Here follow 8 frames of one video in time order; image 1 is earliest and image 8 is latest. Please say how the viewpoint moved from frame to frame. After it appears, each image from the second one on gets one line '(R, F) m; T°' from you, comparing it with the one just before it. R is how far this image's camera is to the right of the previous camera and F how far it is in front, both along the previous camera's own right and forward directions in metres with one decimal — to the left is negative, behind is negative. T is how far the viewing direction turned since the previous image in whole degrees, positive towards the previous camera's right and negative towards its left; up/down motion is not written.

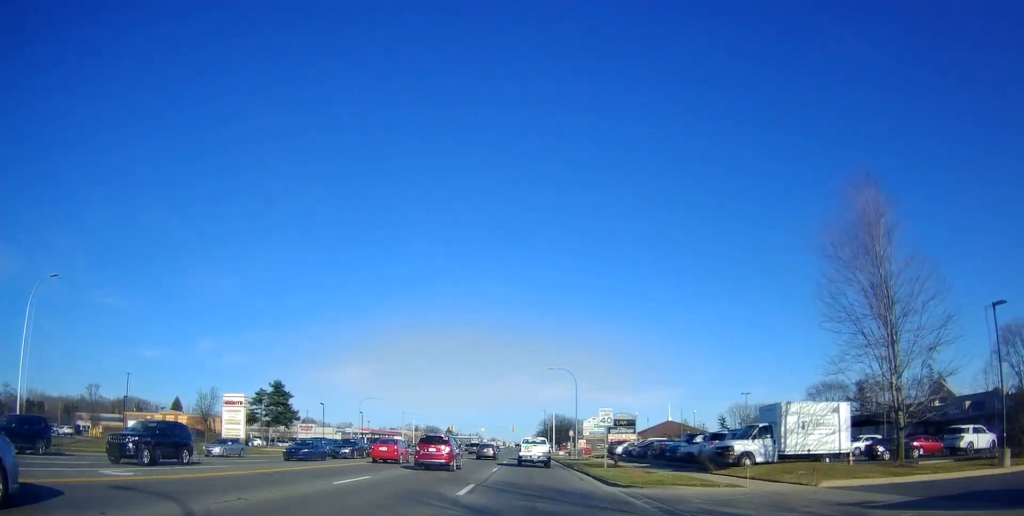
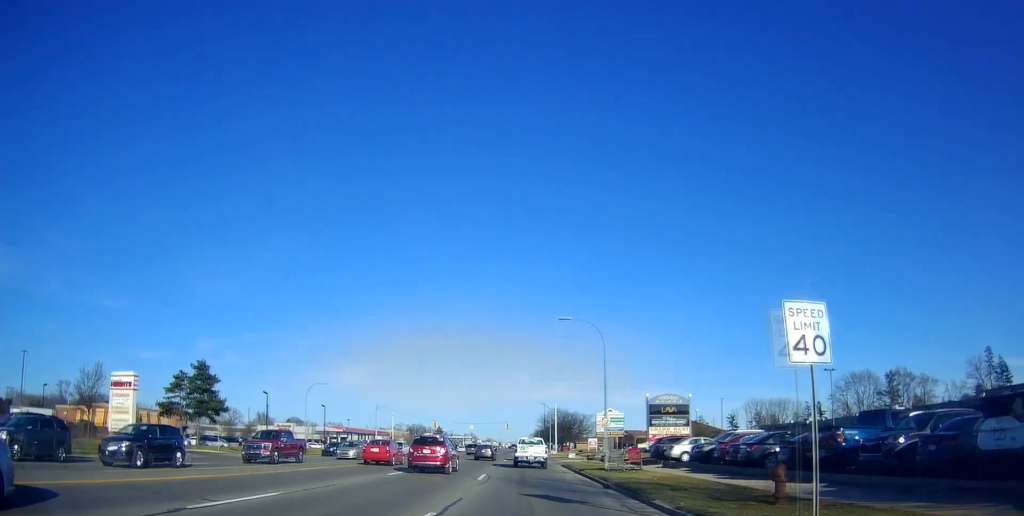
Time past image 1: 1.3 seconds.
(+0.4, +22.6) m; +2°
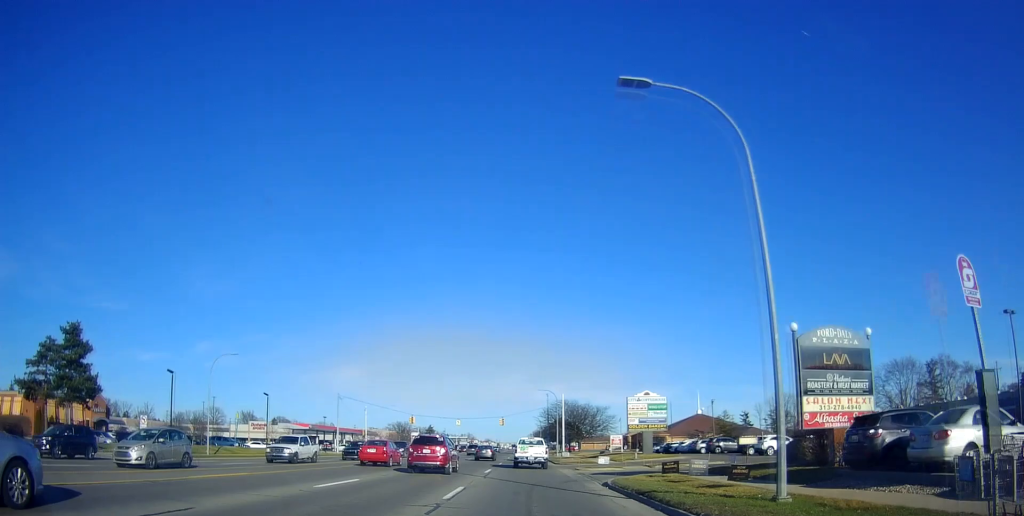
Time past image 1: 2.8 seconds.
(-0.1, +24.0) m; 0°
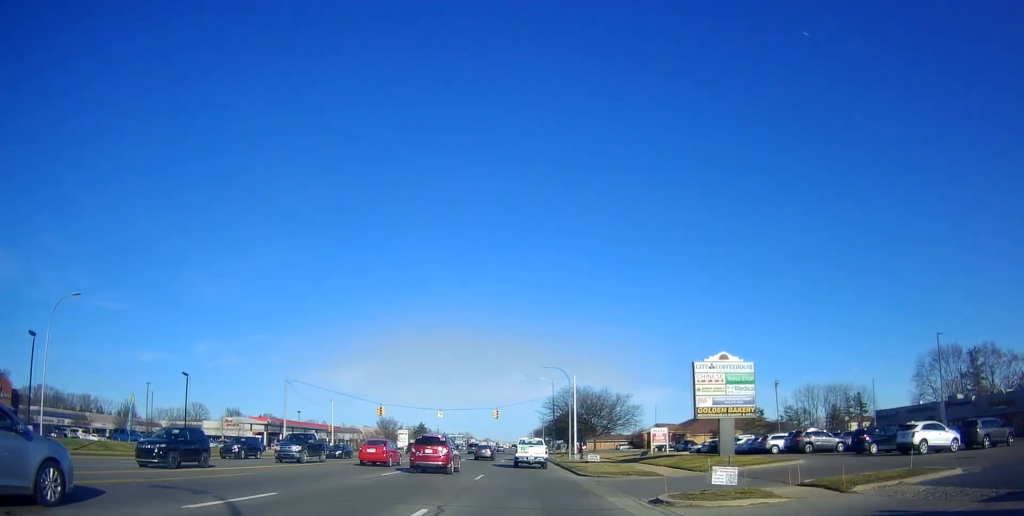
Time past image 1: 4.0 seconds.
(+0.5, +21.2) m; +2°
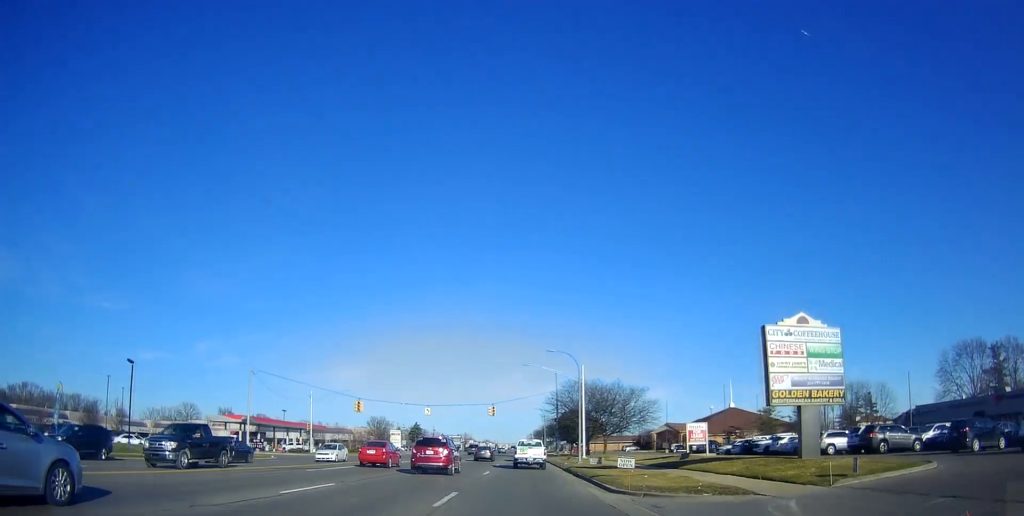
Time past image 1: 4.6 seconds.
(0.0, +10.1) m; 0°
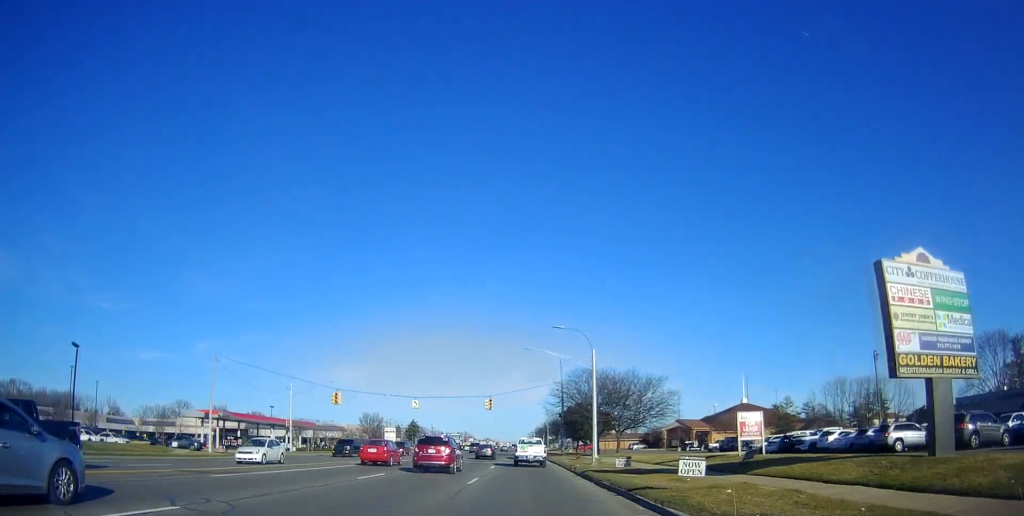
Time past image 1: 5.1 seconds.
(0.0, +8.4) m; 0°
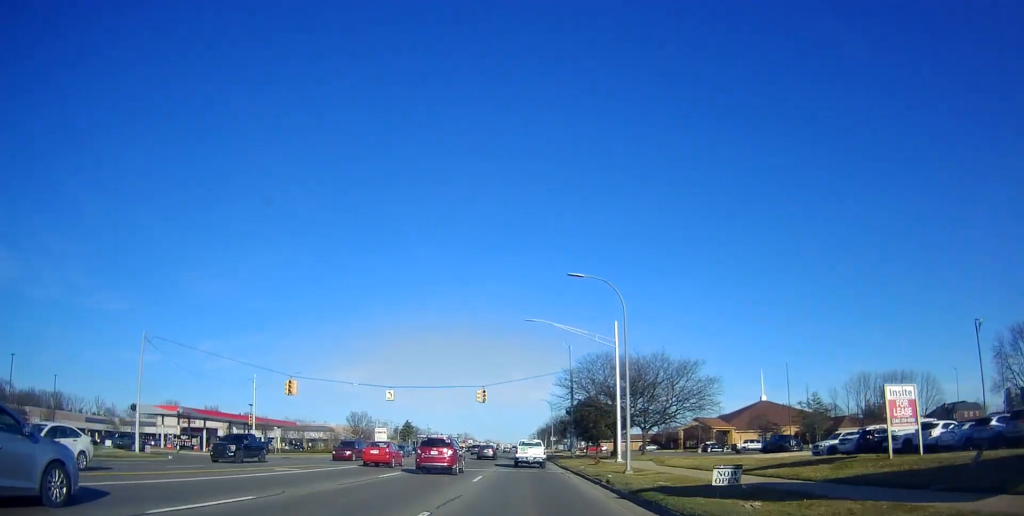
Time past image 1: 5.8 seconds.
(+0.1, +11.8) m; -1°
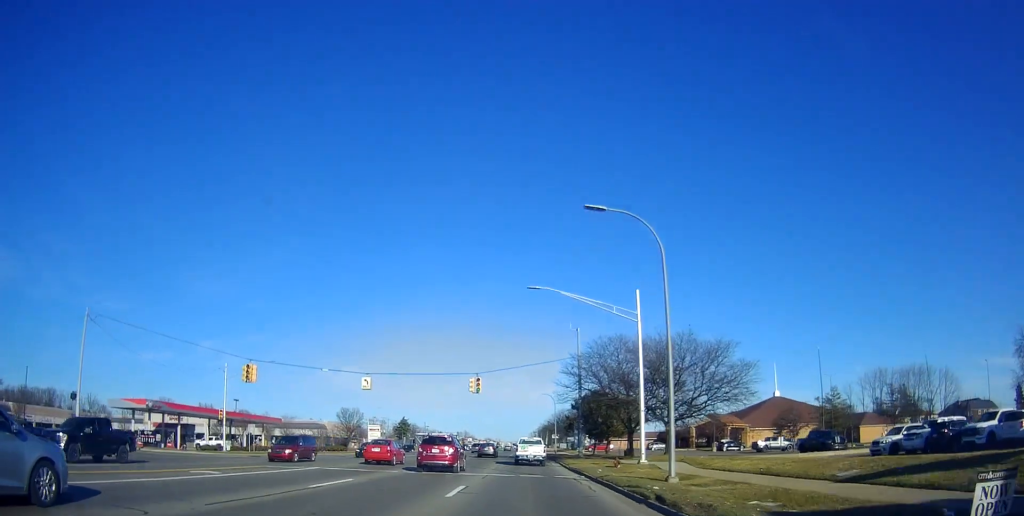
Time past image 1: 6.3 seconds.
(-0.1, +7.4) m; 0°
